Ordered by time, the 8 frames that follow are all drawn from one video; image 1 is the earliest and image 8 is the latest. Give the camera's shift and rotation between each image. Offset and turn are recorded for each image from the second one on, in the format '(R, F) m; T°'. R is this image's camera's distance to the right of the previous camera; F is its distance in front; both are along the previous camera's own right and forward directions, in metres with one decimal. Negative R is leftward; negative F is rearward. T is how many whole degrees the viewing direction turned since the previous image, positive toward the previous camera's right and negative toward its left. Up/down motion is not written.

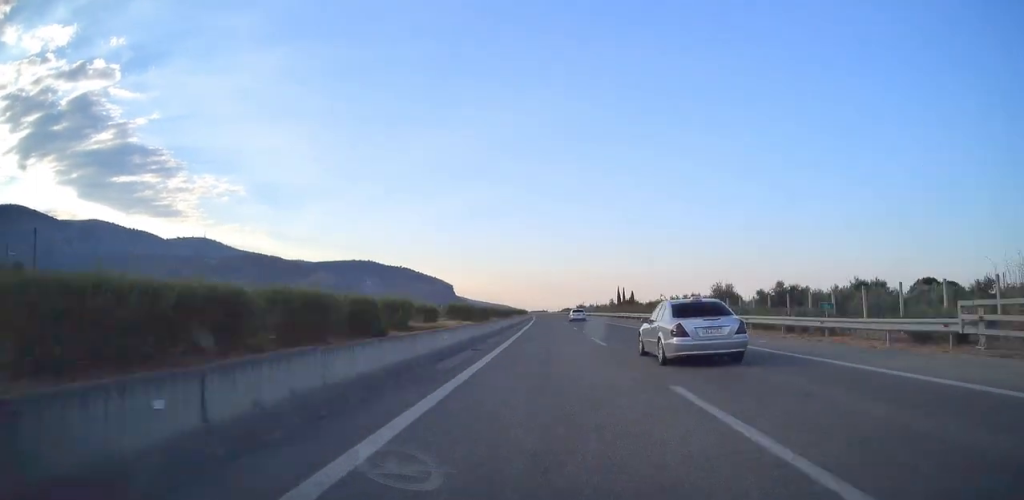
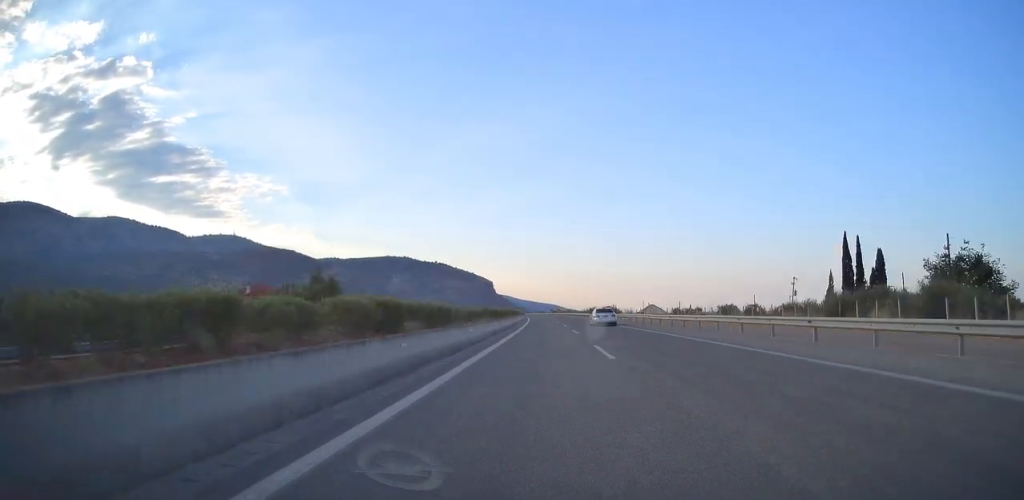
(-6.6, +276.1) m; -3°
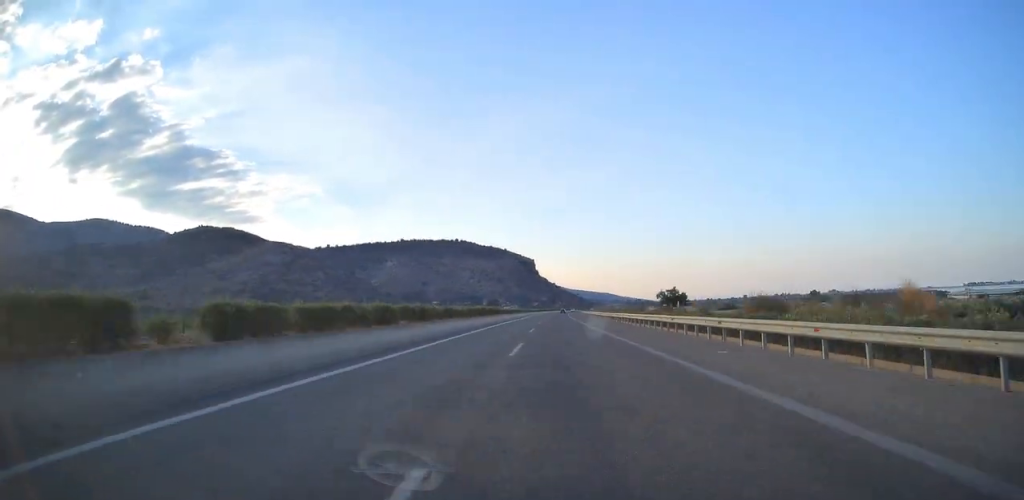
(-30.5, +637.7) m; -1°
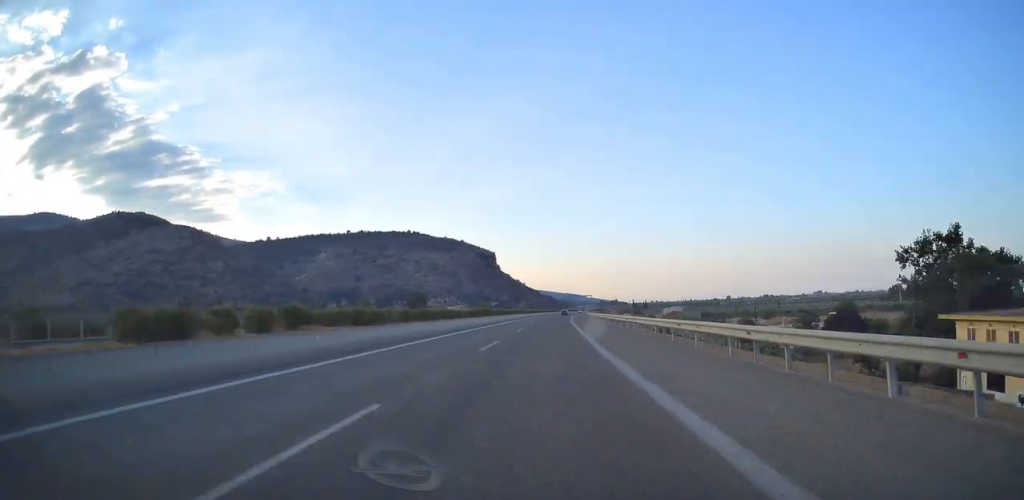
(+4.6, +213.5) m; +3°
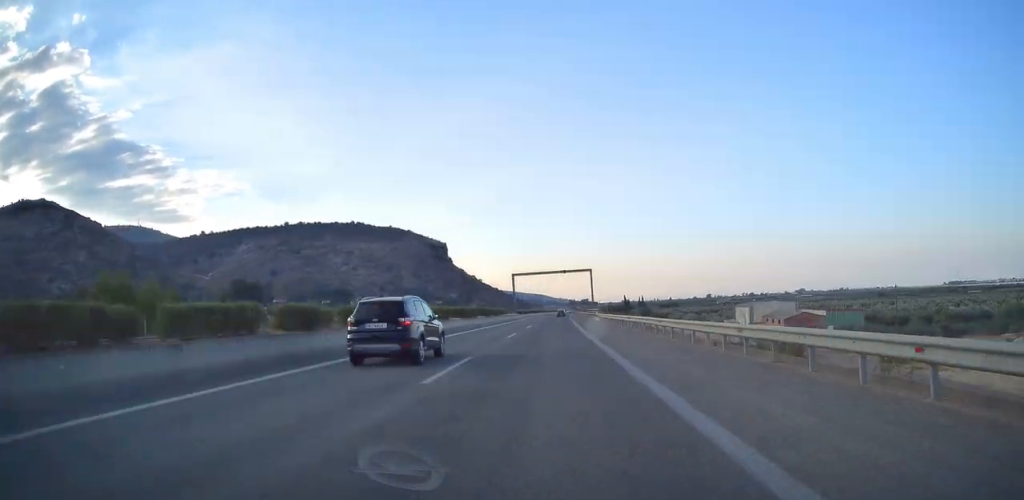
(+5.0, +190.9) m; +2°
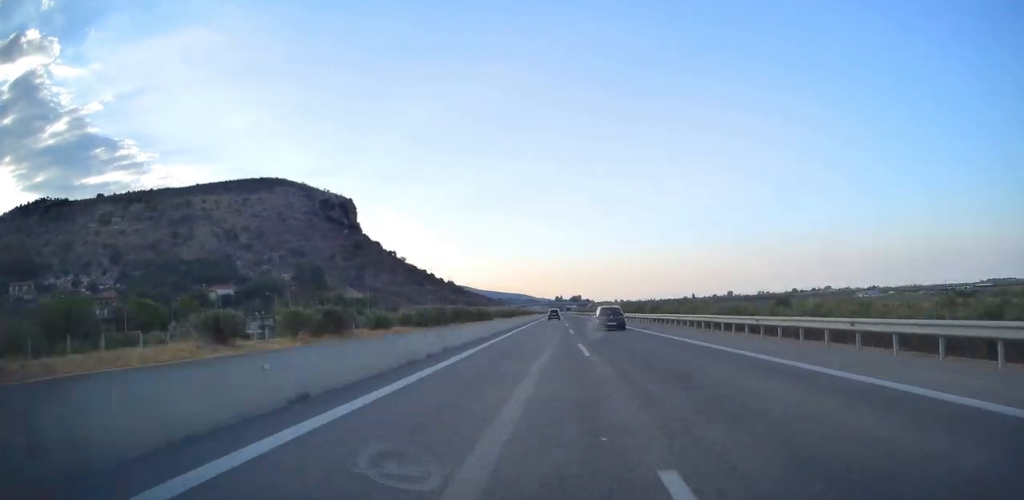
(+11.4, +429.1) m; +1°
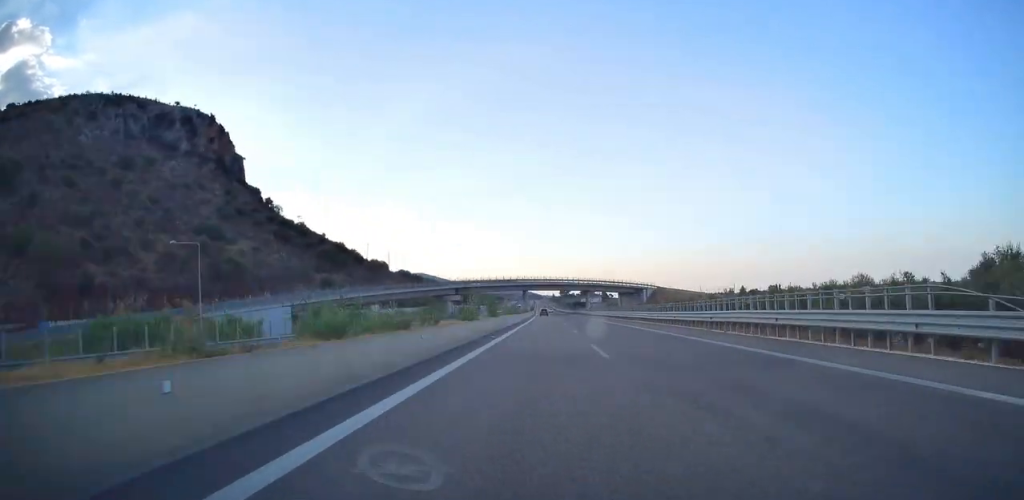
(-0.7, +283.2) m; -1°
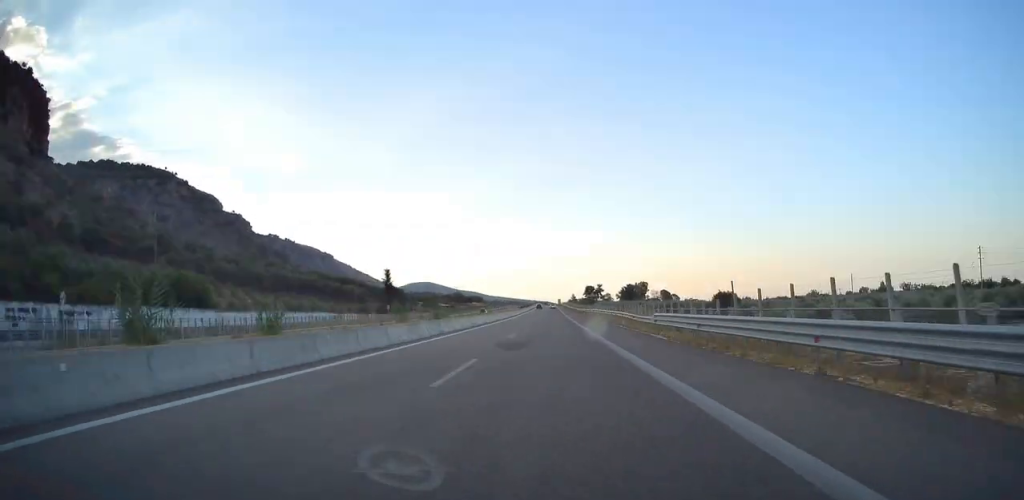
(-3.1, +350.3) m; -1°
